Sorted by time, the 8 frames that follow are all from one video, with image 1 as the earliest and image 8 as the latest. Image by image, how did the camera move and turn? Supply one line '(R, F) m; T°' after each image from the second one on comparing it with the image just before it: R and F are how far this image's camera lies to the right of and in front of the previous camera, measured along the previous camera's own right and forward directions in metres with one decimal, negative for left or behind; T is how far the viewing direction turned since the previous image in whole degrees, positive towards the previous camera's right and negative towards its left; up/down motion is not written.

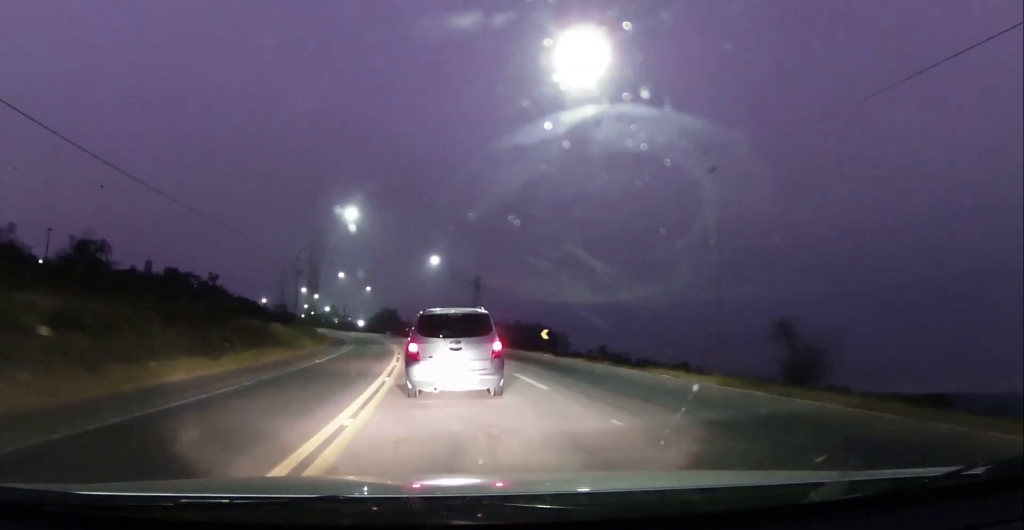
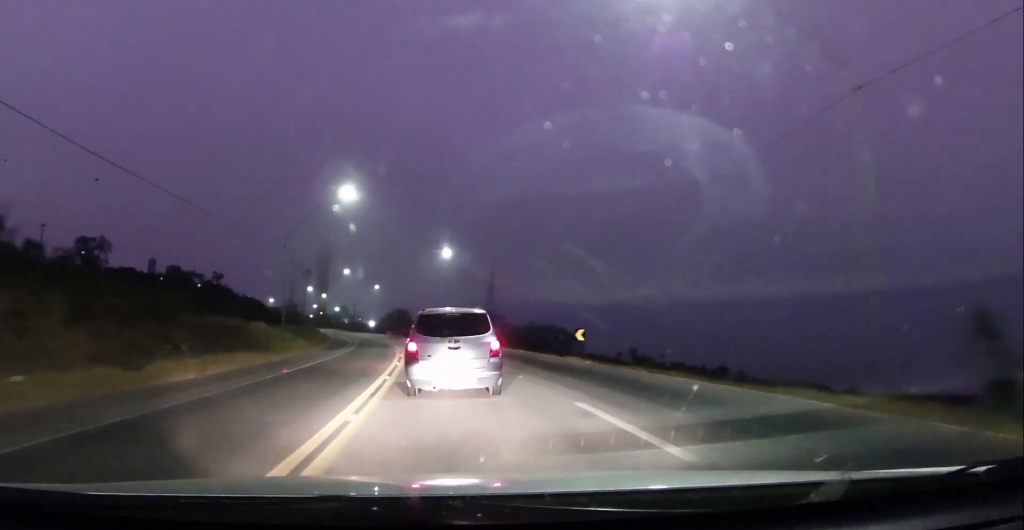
(+0.1, +7.6) m; -1°
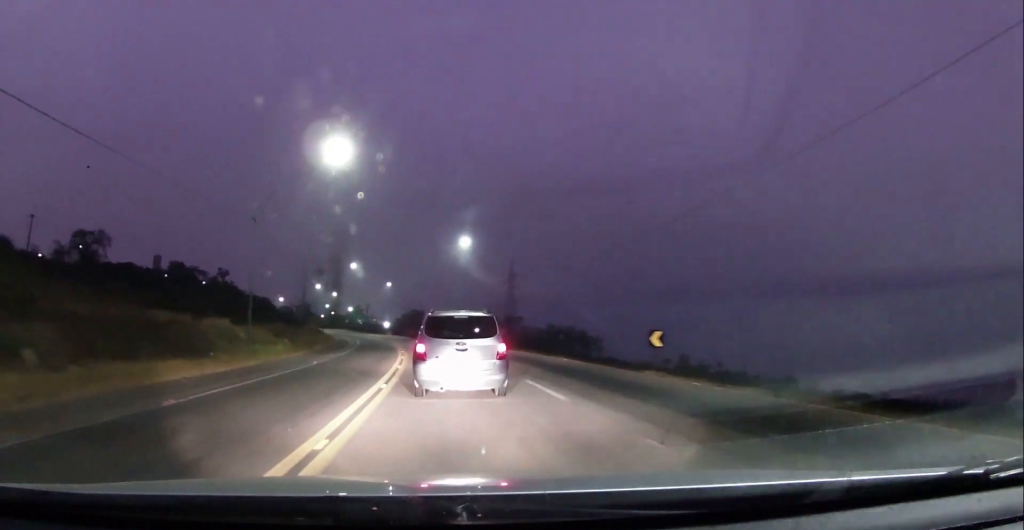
(-0.3, +10.2) m; -2°
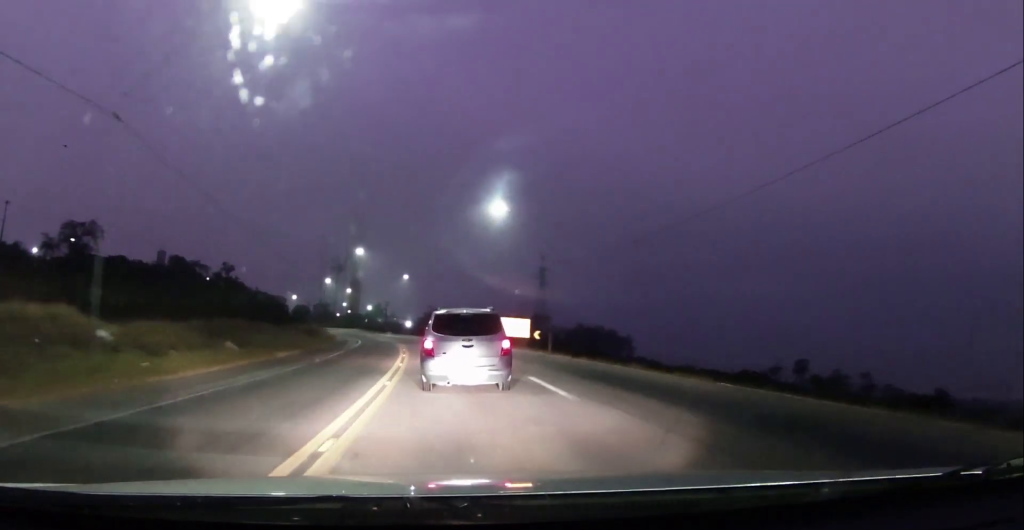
(-0.5, +16.2) m; -3°
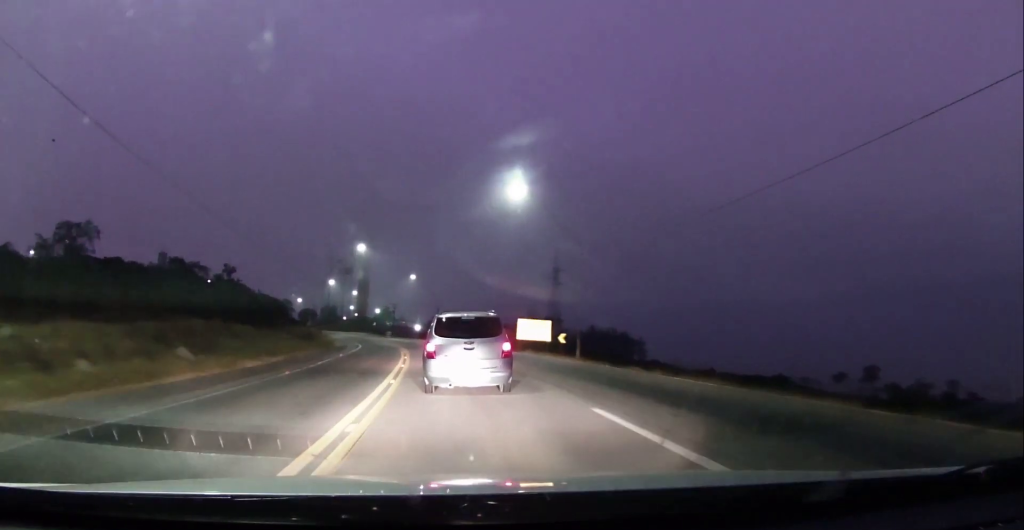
(-0.1, +6.5) m; -1°
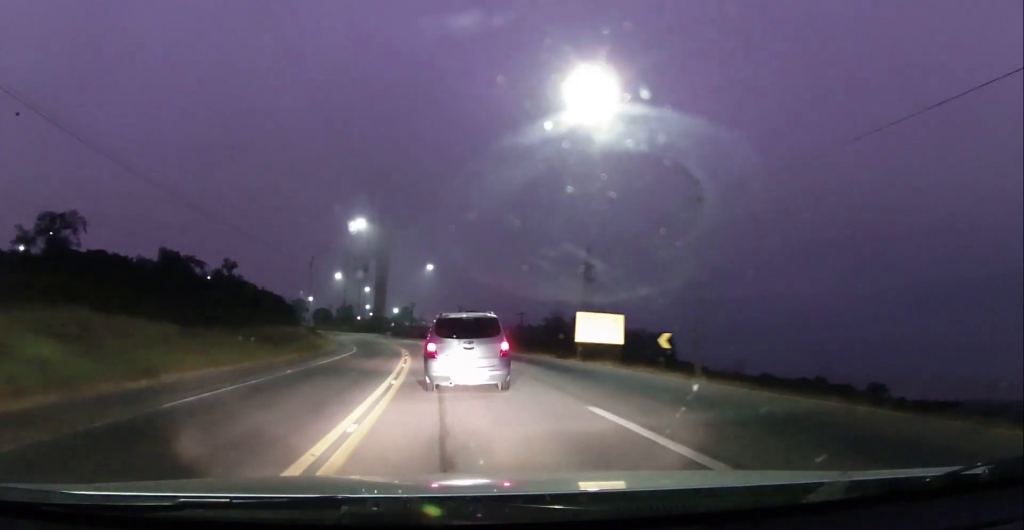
(0.0, +15.3) m; -2°
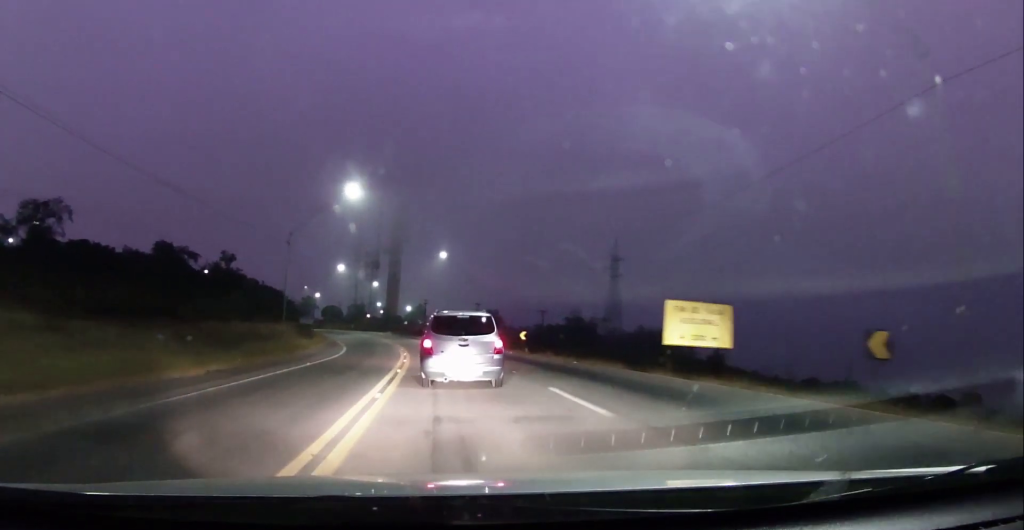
(-0.3, +12.1) m; -1°
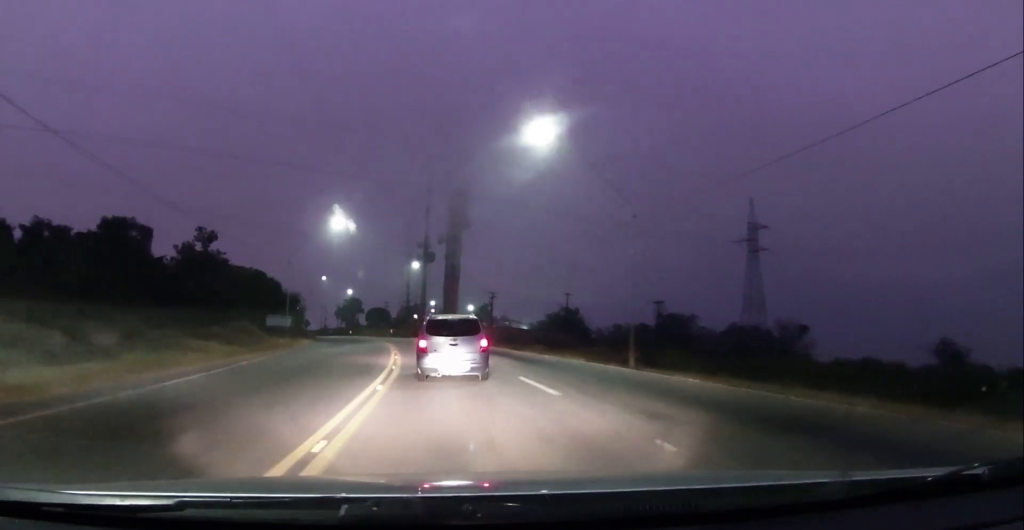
(-2.4, +45.0) m; -7°
